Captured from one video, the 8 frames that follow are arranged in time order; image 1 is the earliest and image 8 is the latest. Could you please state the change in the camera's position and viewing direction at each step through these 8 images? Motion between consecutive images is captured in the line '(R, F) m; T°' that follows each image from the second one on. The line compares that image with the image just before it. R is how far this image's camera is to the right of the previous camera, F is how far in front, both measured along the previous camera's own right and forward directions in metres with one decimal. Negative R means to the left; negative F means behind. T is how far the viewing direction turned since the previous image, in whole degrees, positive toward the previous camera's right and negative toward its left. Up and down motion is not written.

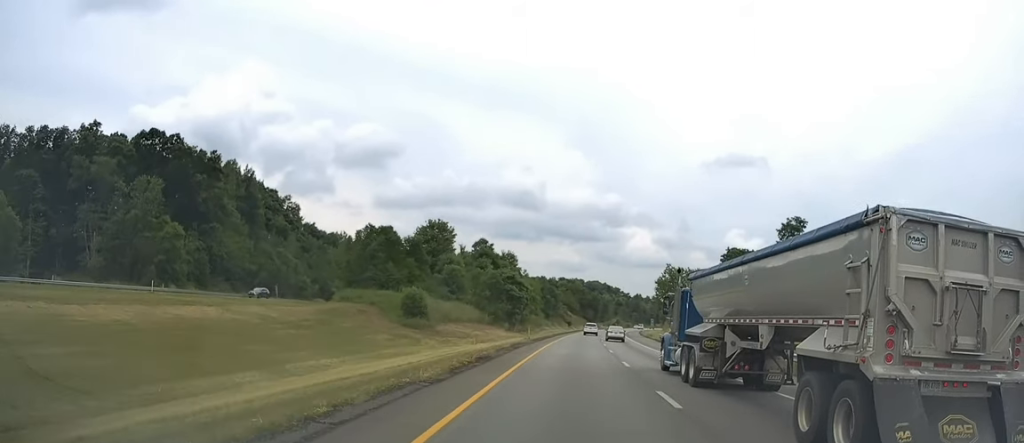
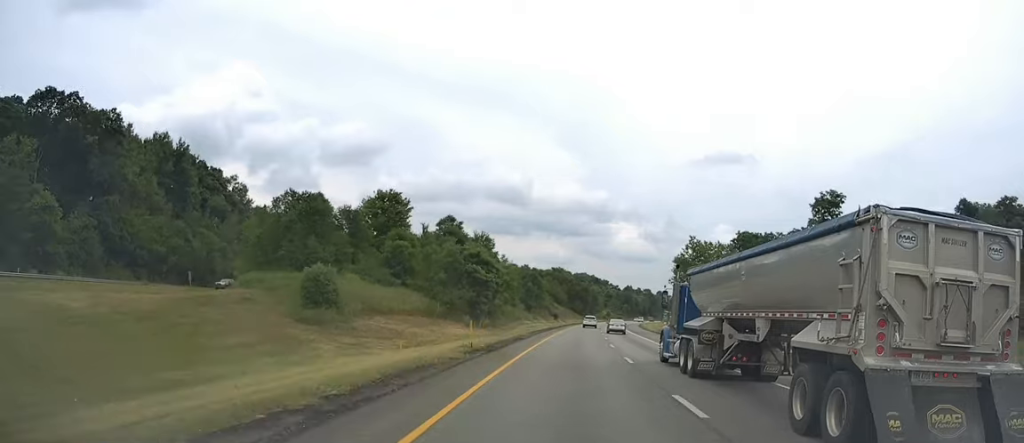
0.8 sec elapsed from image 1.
(+0.2, +26.7) m; +1°
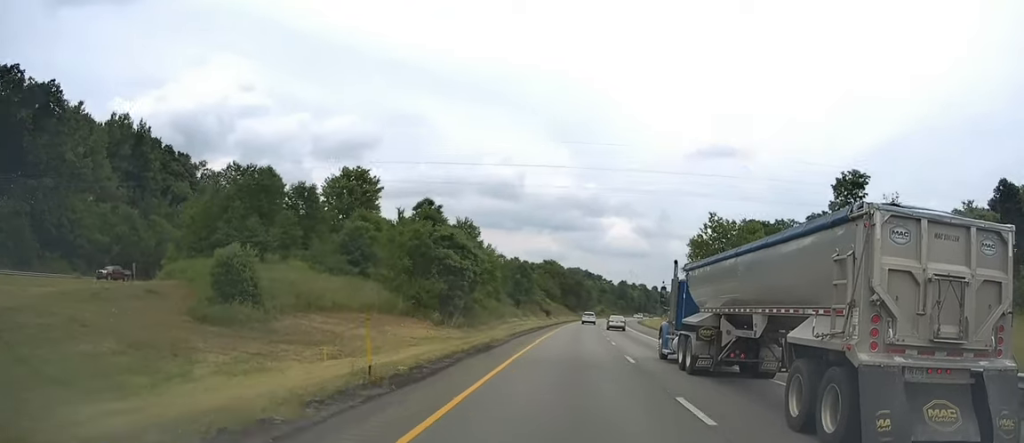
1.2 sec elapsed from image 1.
(-0.1, +12.8) m; +1°
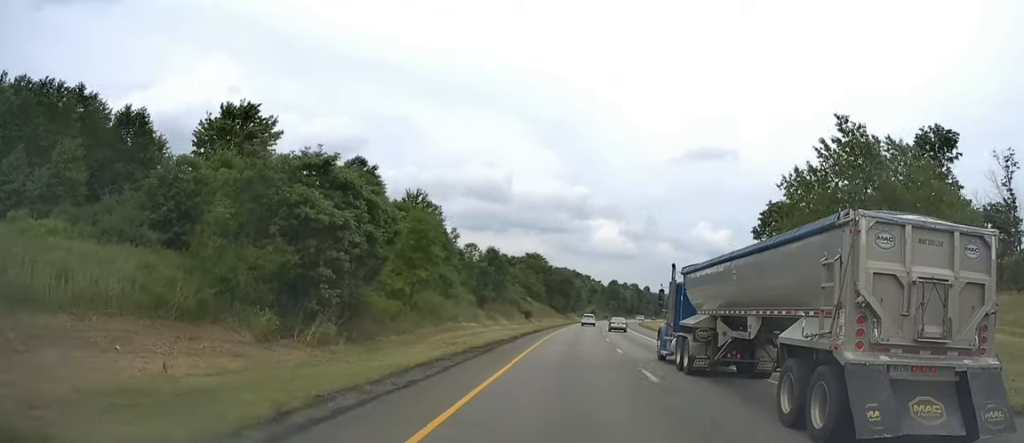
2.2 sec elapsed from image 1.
(+0.5, +29.9) m; +2°
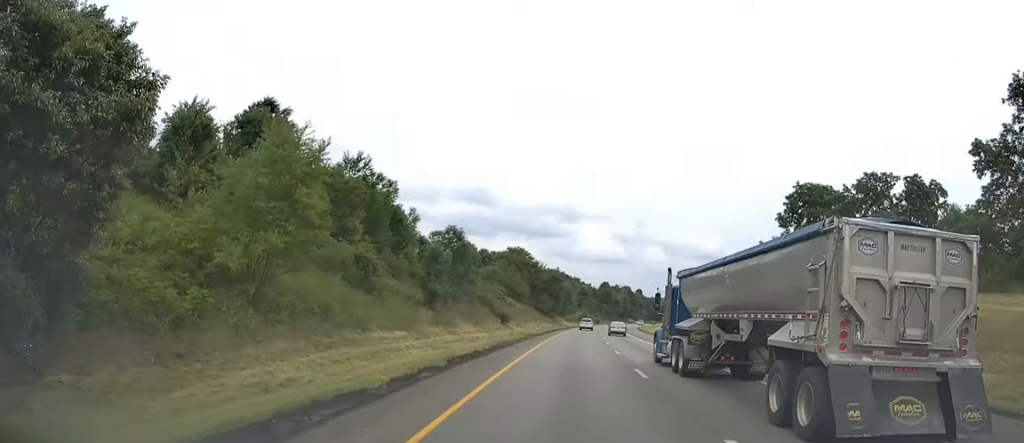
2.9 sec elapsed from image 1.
(+0.3, +22.9) m; +1°
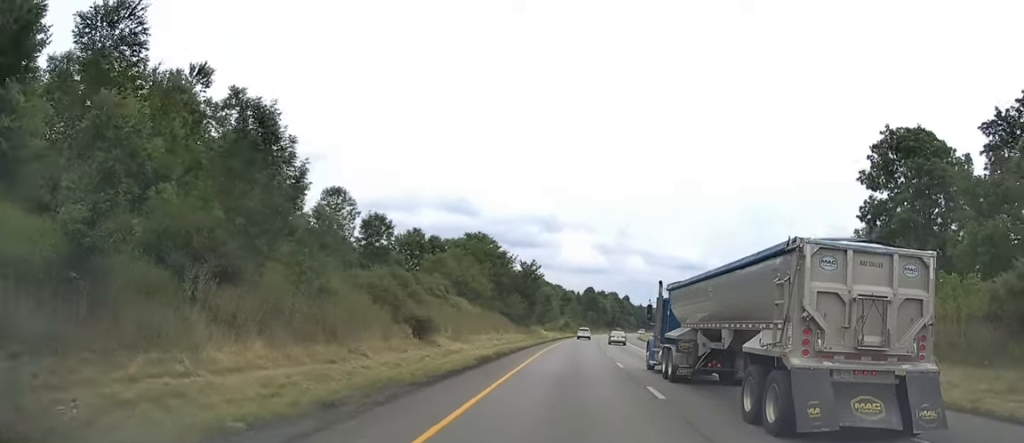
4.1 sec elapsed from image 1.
(+0.5, +39.4) m; +1°
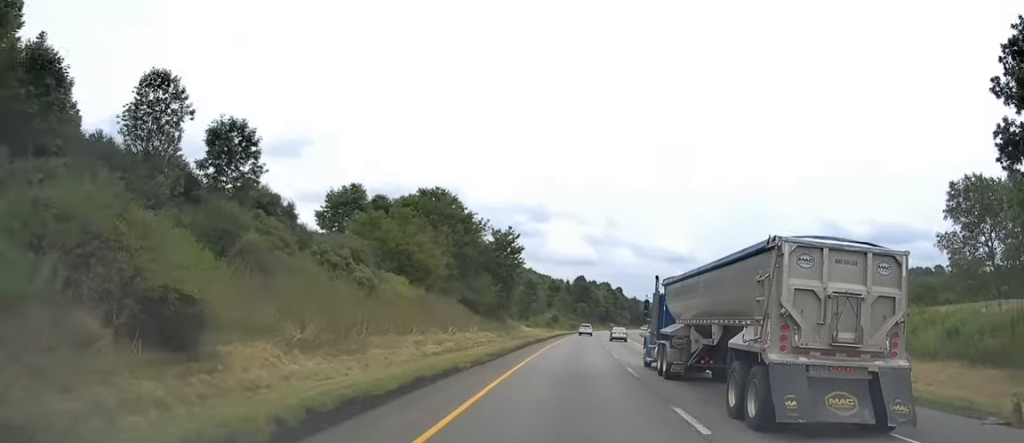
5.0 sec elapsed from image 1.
(+0.2, +28.8) m; +1°
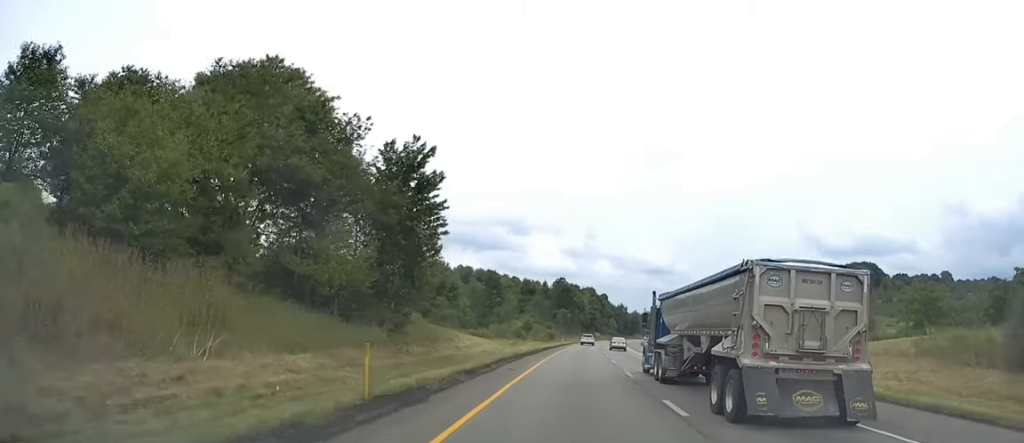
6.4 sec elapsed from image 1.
(+0.8, +45.4) m; +1°
